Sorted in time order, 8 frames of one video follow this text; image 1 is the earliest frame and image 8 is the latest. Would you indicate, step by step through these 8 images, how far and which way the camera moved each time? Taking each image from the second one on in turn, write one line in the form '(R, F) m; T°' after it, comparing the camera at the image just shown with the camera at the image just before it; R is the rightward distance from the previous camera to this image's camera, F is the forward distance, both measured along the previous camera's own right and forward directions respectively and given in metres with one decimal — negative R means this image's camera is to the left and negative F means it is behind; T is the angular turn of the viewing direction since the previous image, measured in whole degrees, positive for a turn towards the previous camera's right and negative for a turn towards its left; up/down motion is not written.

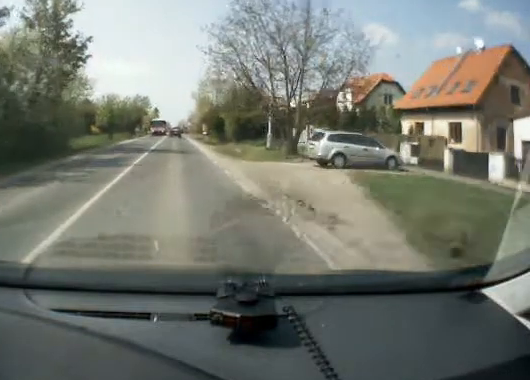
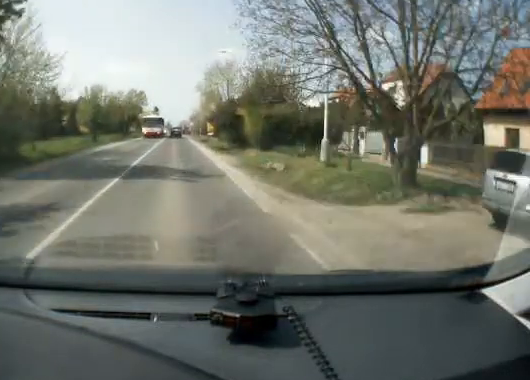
(0.0, +11.7) m; 0°
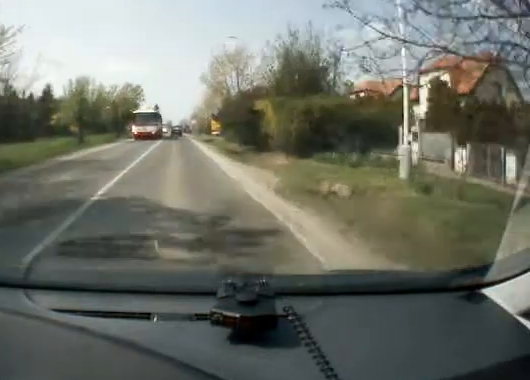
(0.0, +7.4) m; 0°
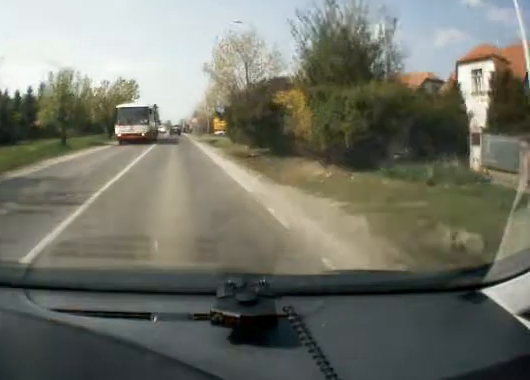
(0.0, +5.2) m; 0°
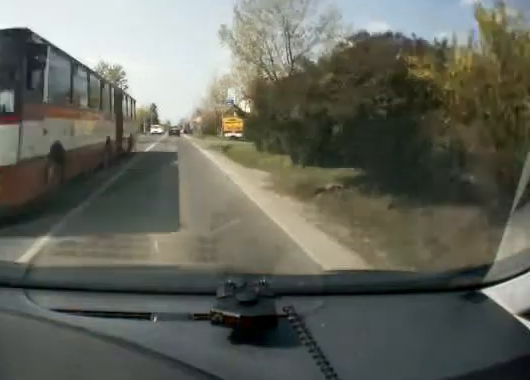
(+0.1, +12.2) m; 0°
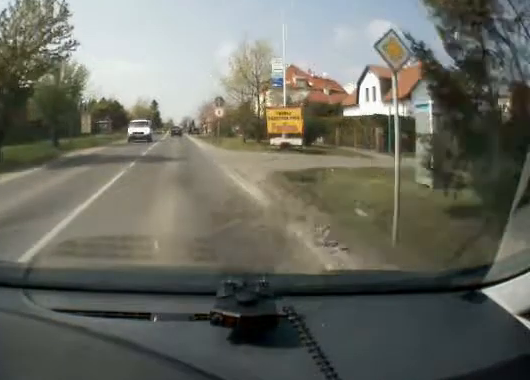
(+1.8, +20.7) m; -1°
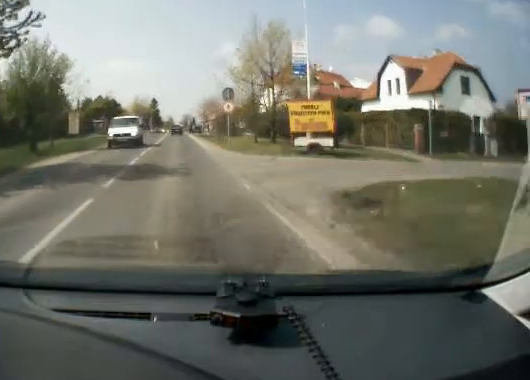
(-1.0, +5.2) m; -4°
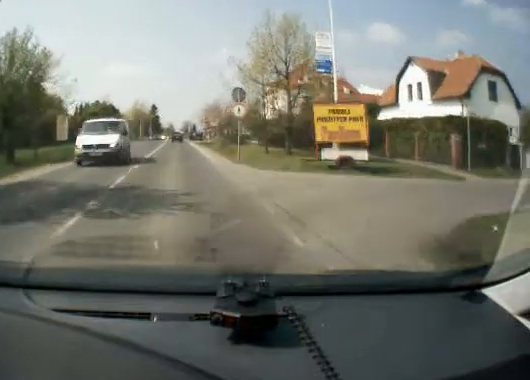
(-0.7, +4.9) m; -4°
